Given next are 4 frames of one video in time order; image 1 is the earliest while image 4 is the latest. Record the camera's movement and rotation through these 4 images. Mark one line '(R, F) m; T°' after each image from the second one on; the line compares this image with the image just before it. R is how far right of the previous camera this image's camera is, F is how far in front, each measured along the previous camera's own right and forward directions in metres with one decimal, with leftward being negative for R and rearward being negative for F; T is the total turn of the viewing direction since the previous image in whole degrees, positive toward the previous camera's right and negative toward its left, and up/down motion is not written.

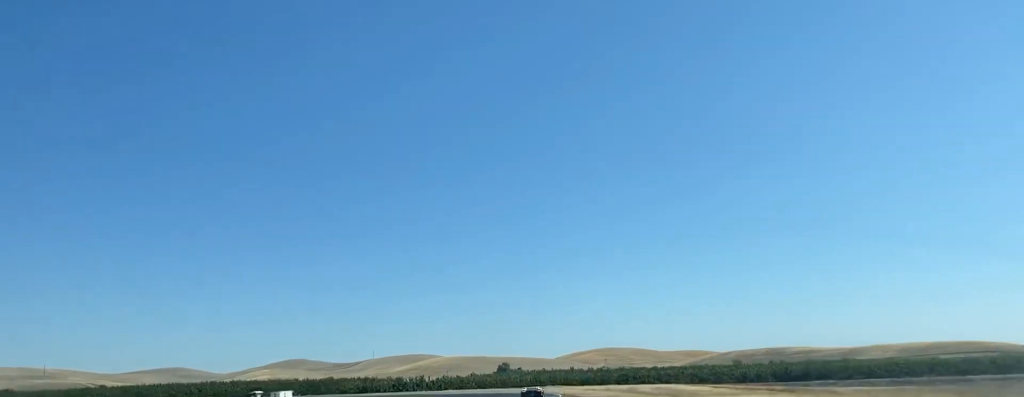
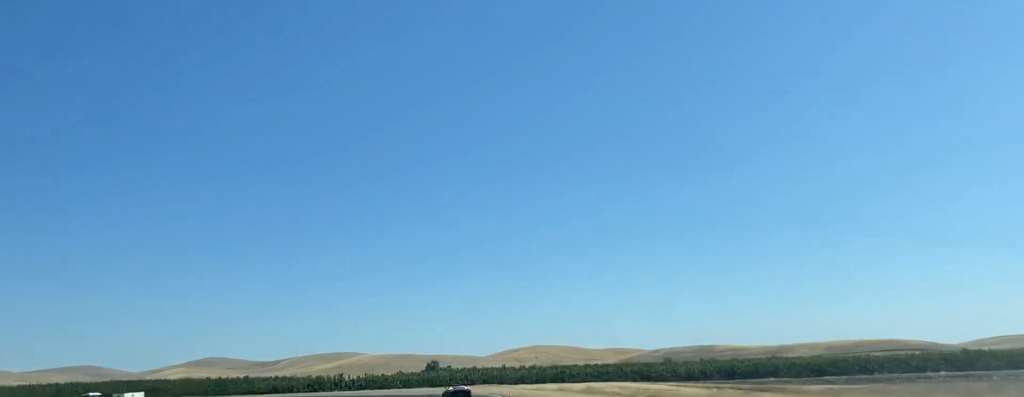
(+1.3, +21.7) m; -7°
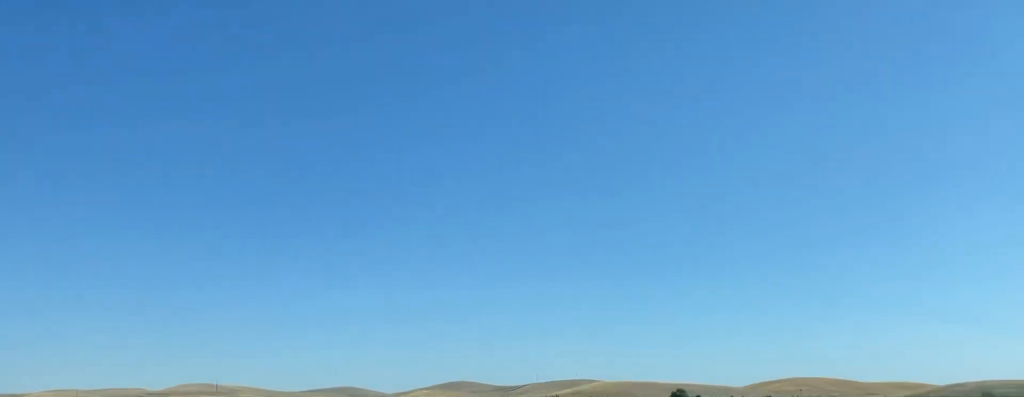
(-26.8, +64.0) m; -56°
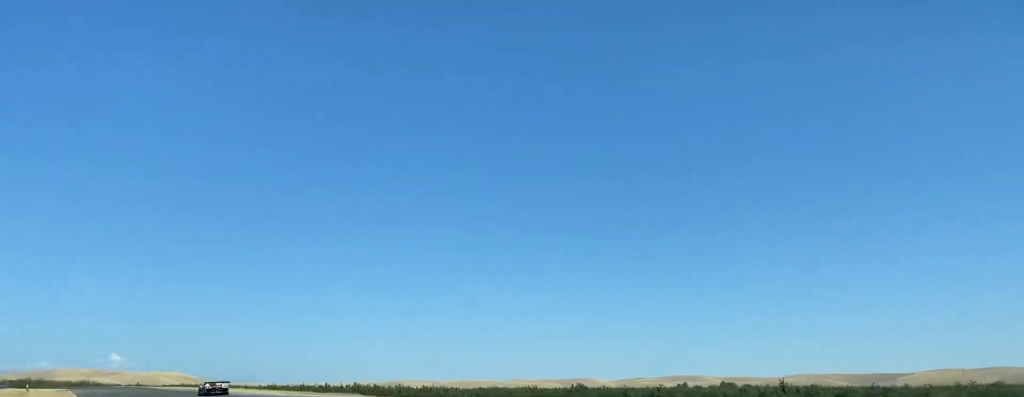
(-40.7, +79.2) m; -43°
